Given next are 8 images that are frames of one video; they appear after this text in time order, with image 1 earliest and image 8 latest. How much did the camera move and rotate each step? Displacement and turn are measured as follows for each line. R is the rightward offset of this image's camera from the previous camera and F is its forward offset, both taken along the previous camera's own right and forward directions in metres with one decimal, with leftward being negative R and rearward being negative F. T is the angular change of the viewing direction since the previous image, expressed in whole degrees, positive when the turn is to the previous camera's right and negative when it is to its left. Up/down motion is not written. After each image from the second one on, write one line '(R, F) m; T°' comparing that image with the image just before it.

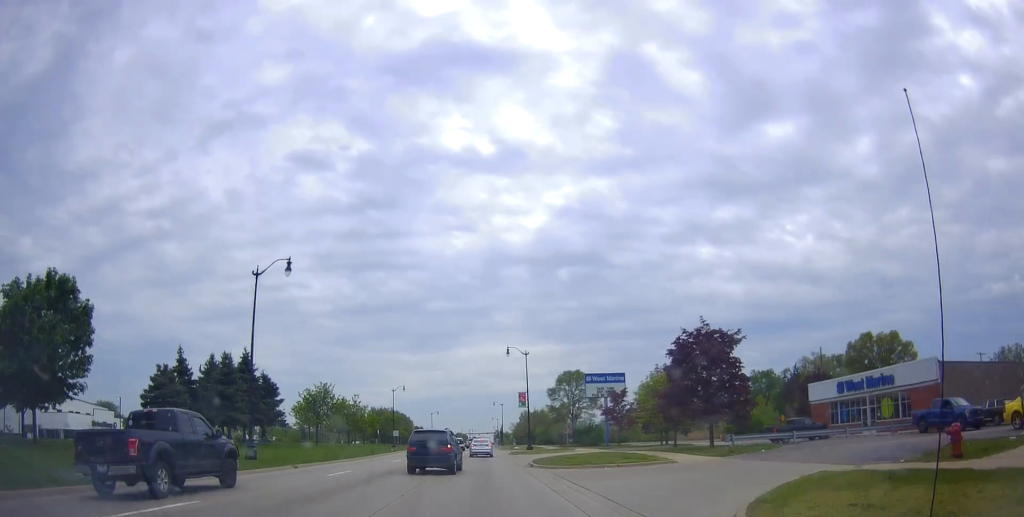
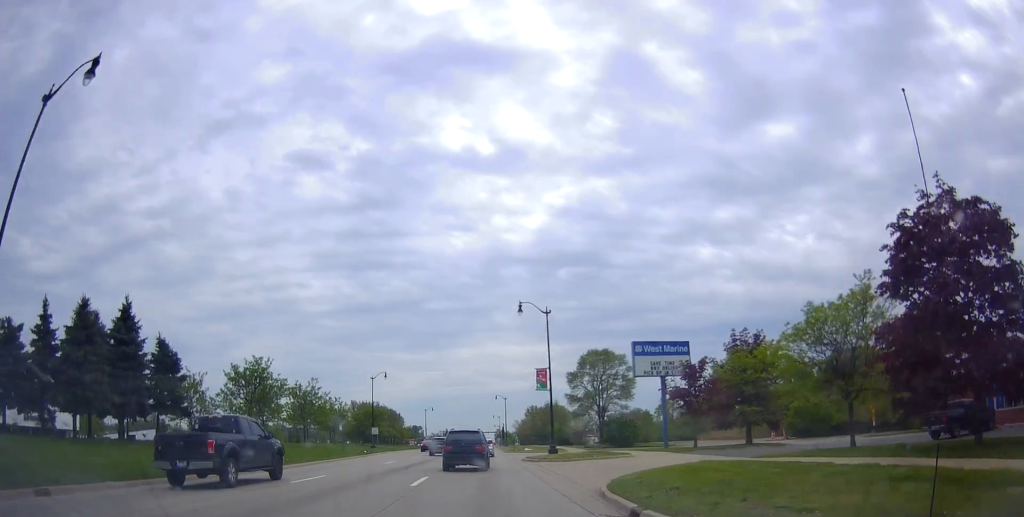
(+0.3, +20.1) m; +1°
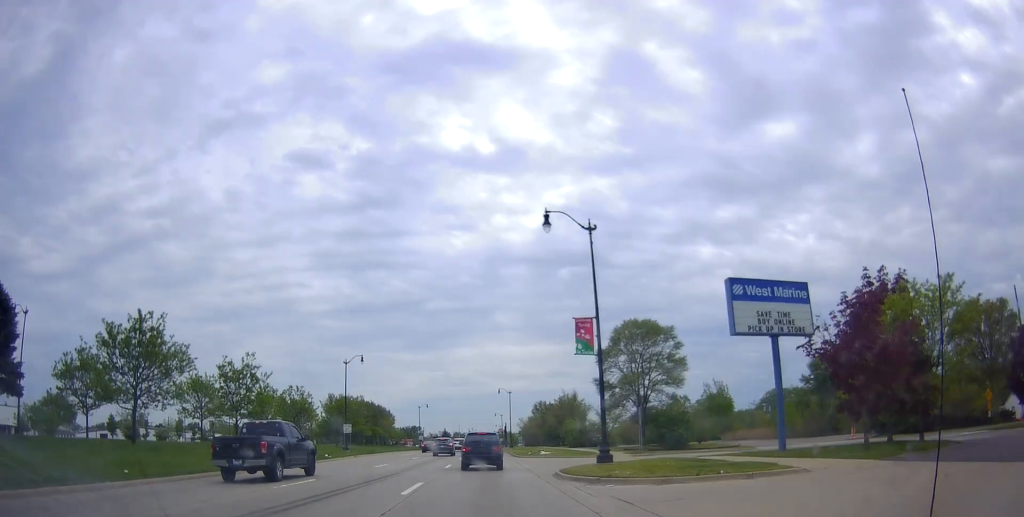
(-0.2, +17.4) m; 0°
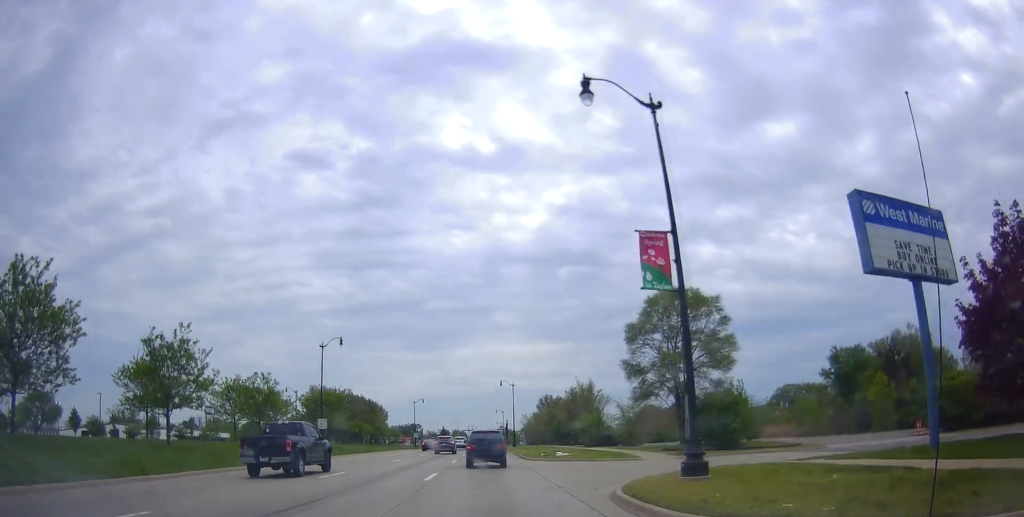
(+0.1, +10.3) m; -1°
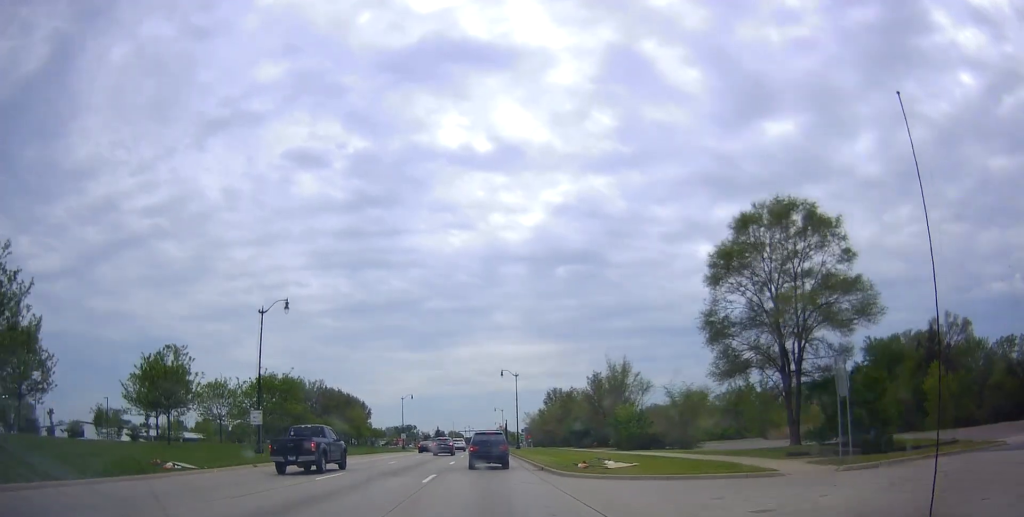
(-0.1, +16.0) m; -1°
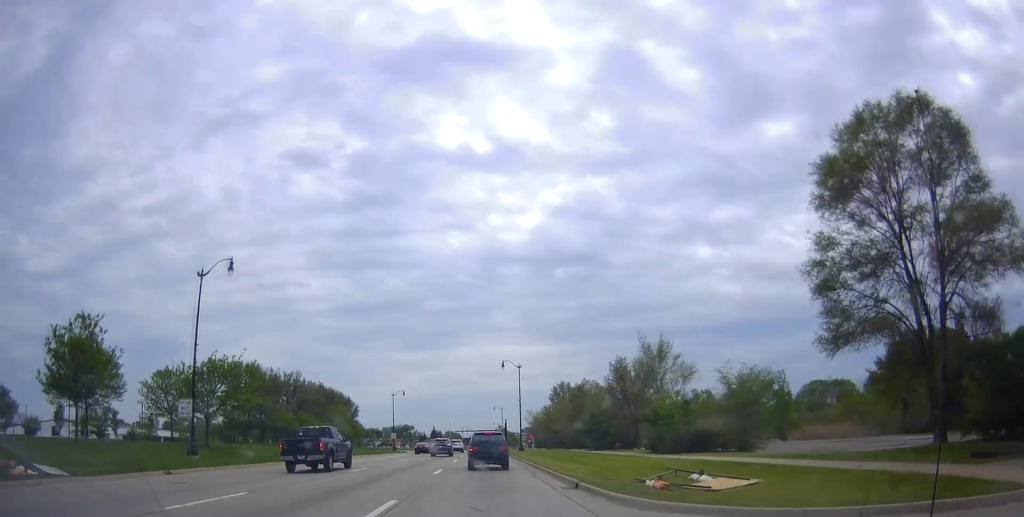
(-0.4, +9.9) m; 0°
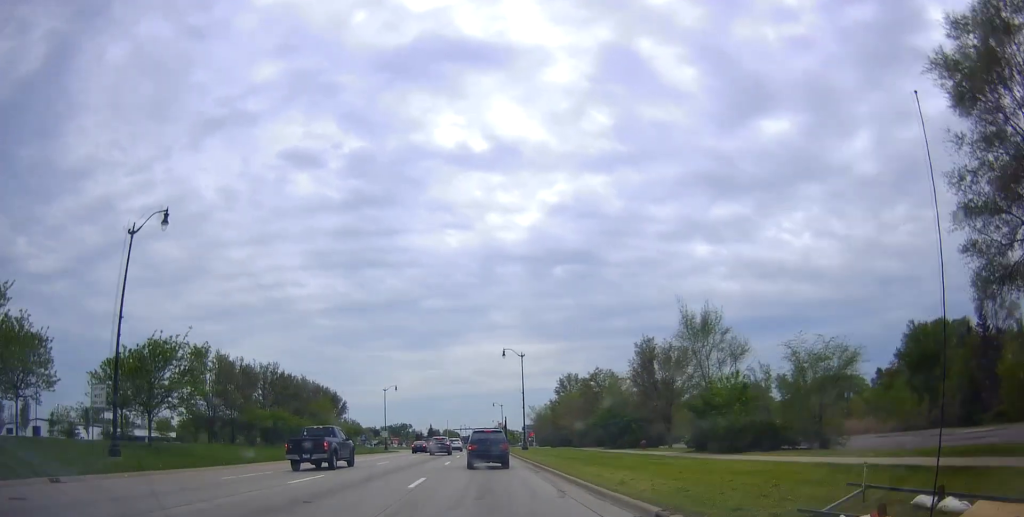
(+0.3, +7.6) m; +1°
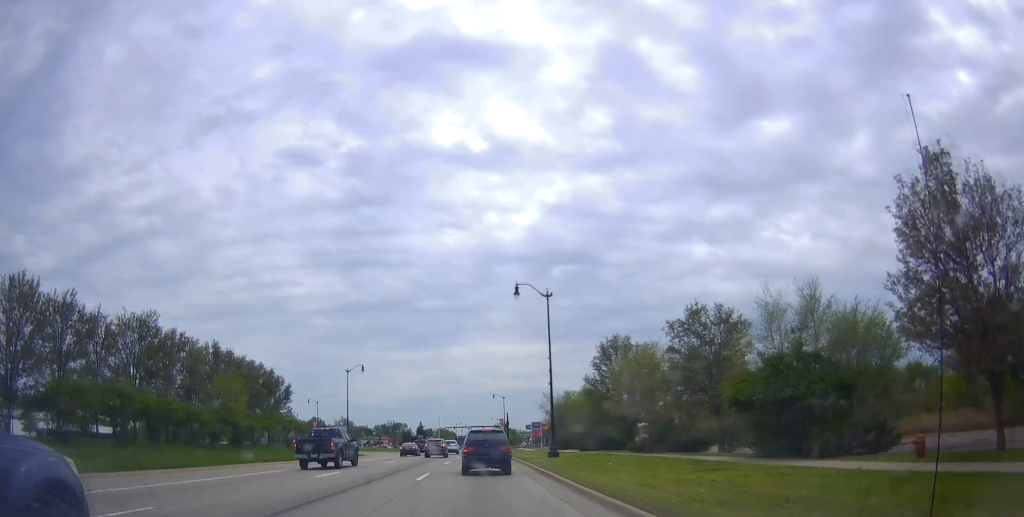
(0.0, +25.5) m; -2°
